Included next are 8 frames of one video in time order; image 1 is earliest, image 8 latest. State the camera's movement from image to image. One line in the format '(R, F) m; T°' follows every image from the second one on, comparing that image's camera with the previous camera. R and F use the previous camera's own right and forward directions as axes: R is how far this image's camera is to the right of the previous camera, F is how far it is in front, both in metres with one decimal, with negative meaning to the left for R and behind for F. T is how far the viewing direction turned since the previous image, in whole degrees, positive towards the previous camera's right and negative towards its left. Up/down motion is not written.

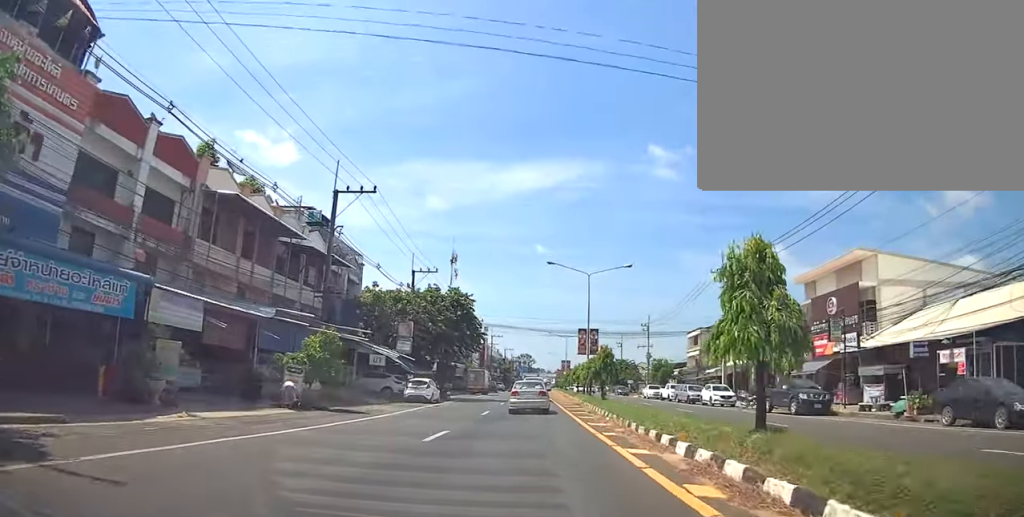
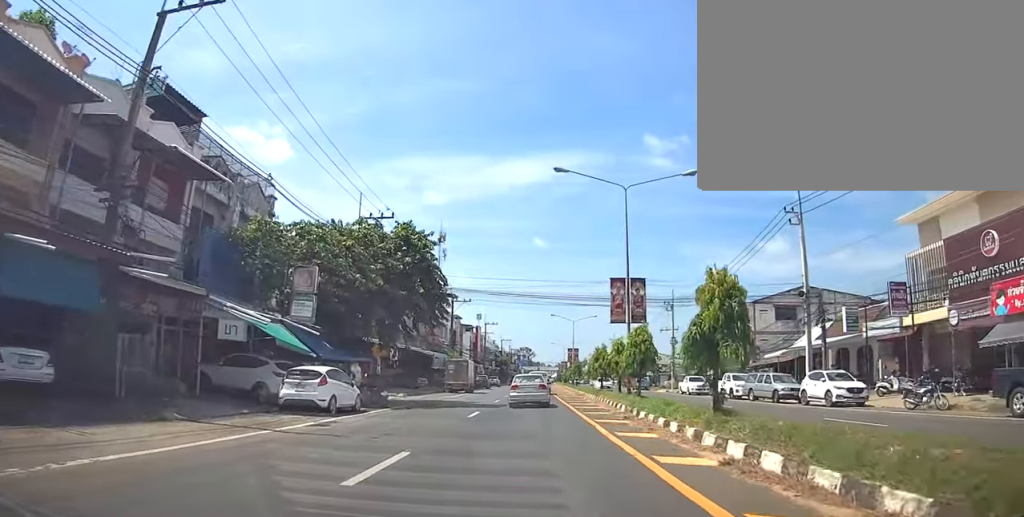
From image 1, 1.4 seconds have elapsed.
(-0.3, +16.6) m; 0°
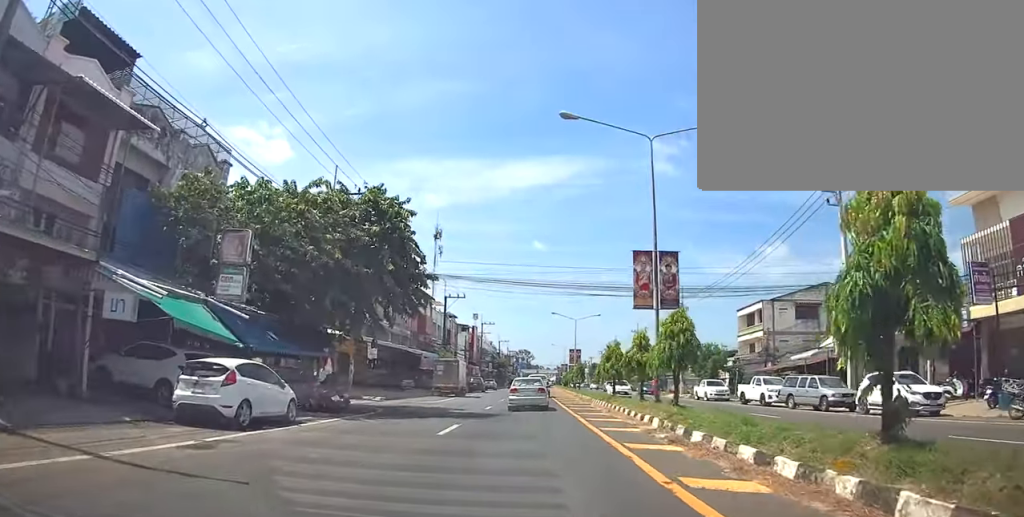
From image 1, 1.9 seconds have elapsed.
(+0.2, +5.2) m; 0°
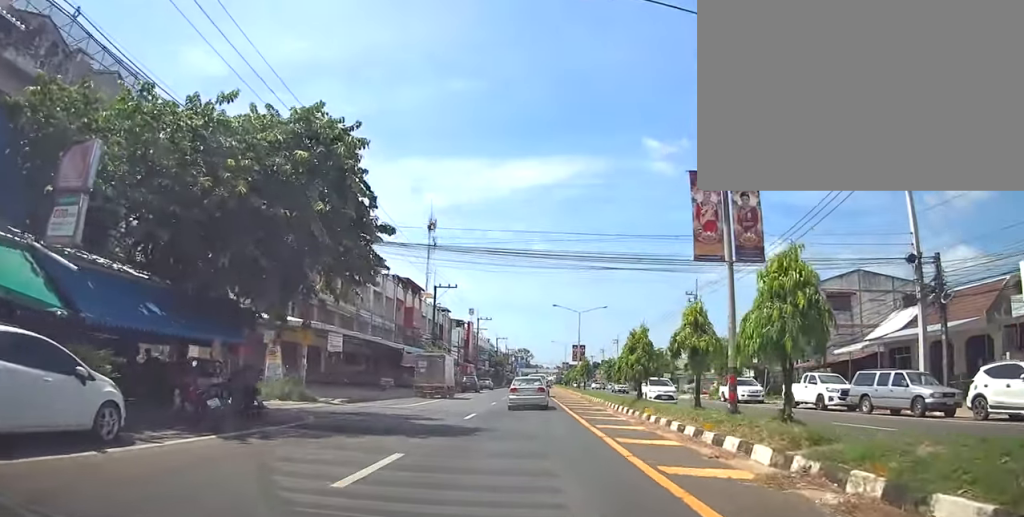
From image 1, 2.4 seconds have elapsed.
(+0.4, +6.5) m; 0°
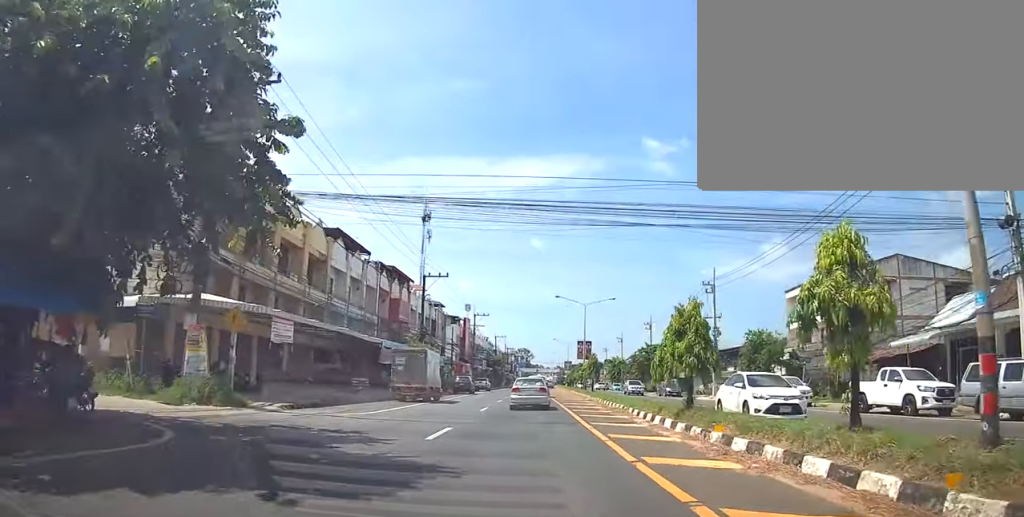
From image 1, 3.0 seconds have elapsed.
(-0.3, +6.3) m; 0°
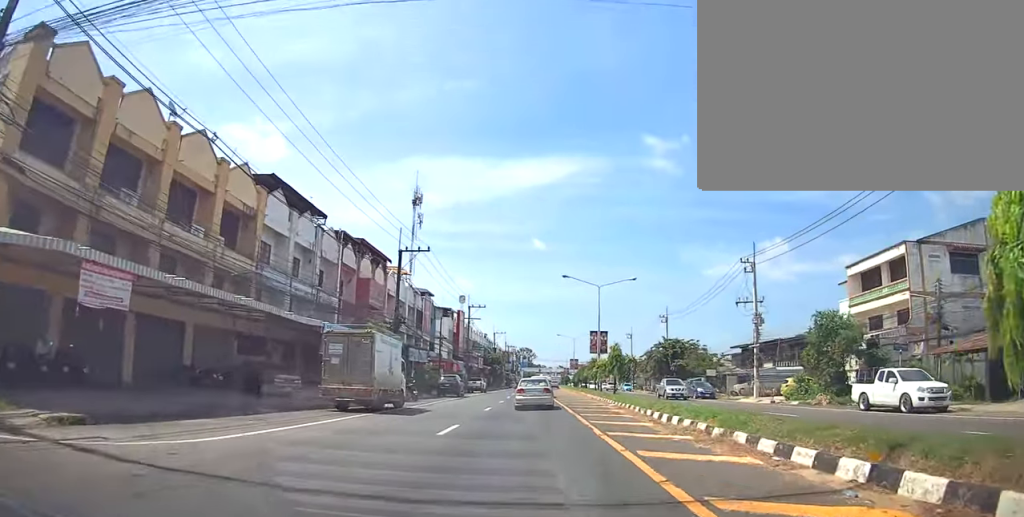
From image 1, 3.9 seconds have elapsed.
(-0.1, +10.6) m; 0°
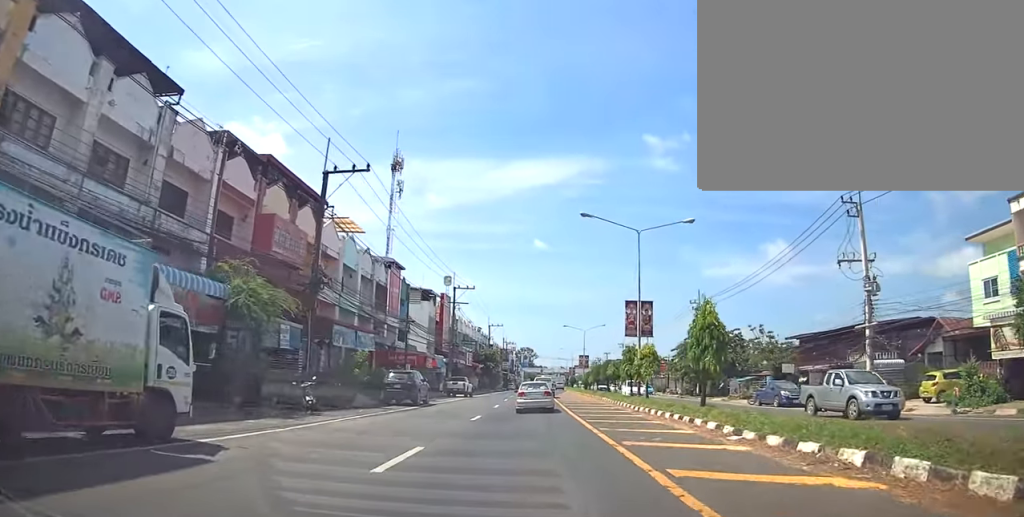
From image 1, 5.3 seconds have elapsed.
(-0.1, +16.9) m; -2°
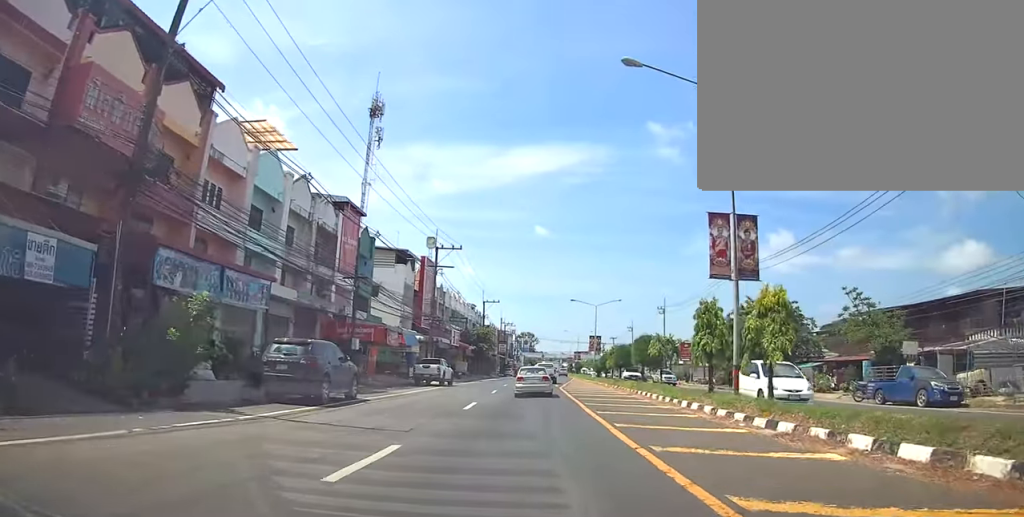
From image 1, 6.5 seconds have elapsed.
(-0.1, +13.5) m; +3°
